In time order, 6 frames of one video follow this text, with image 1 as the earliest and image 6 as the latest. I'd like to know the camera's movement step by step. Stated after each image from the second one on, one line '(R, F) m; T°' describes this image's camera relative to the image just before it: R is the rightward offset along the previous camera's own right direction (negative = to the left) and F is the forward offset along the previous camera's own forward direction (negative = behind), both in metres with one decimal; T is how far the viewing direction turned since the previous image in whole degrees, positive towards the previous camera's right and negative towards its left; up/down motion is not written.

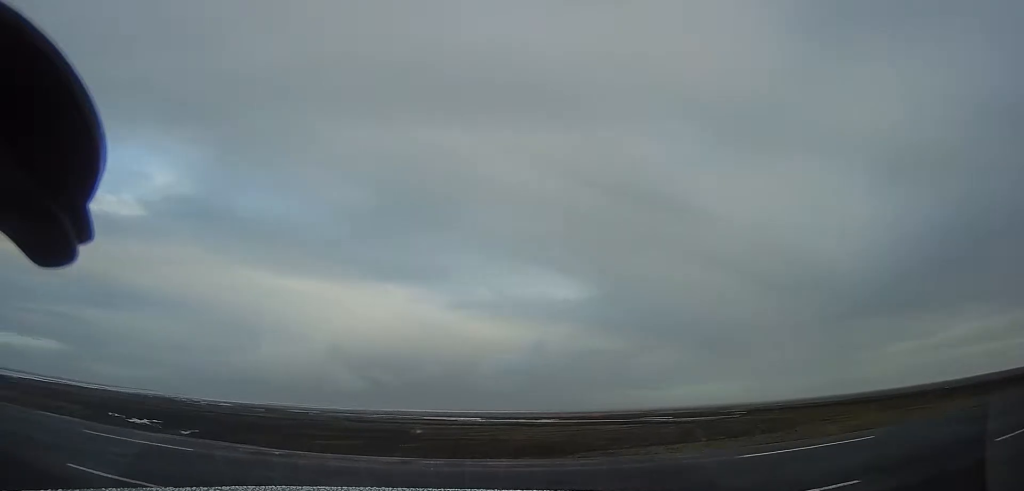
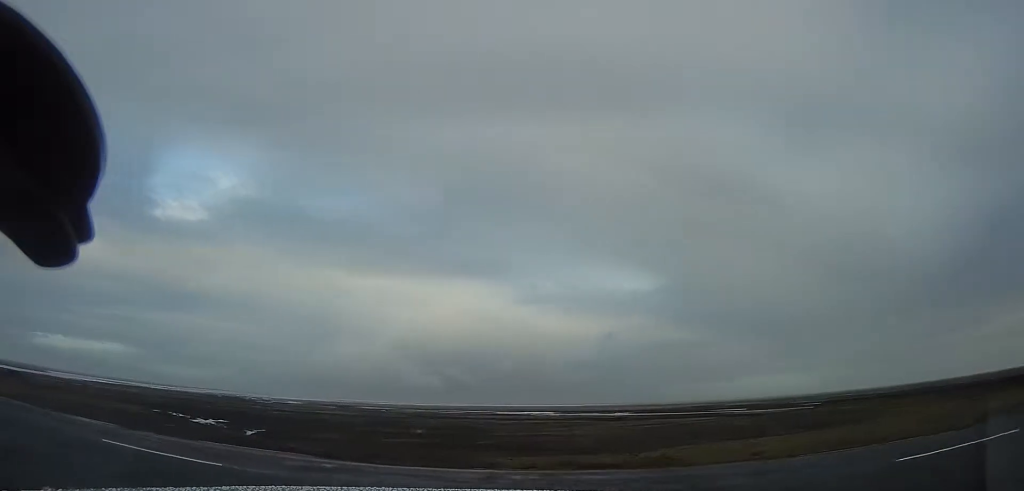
(-1.2, +1.9) m; -28°
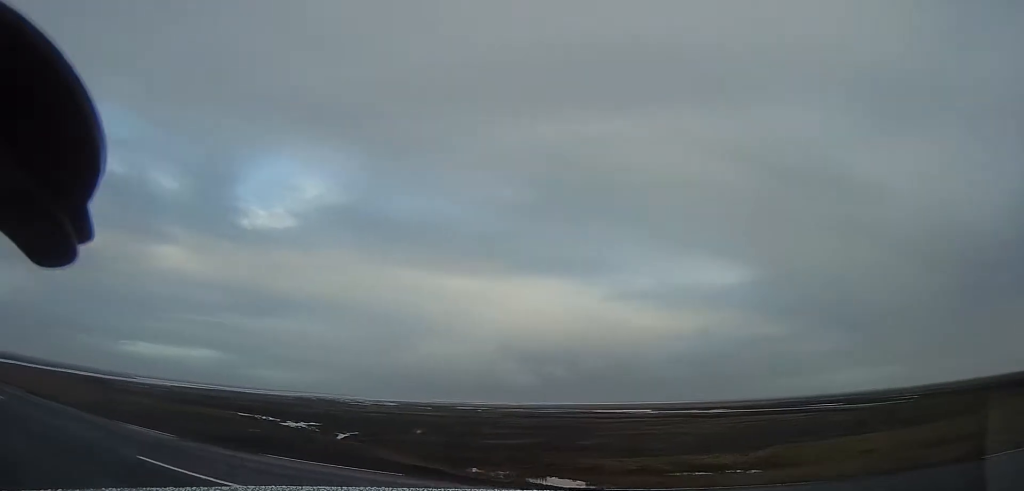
(-0.3, +2.2) m; -19°
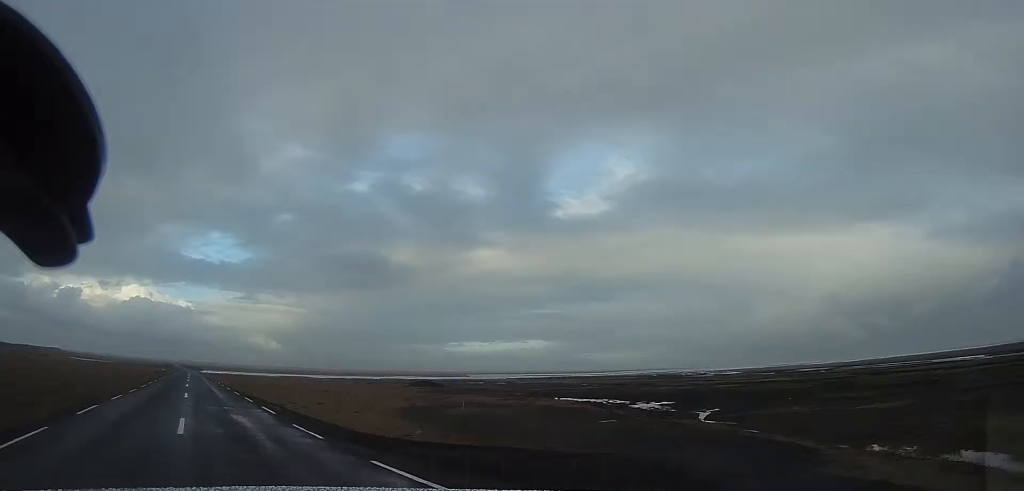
(-1.1, +7.4) m; -16°
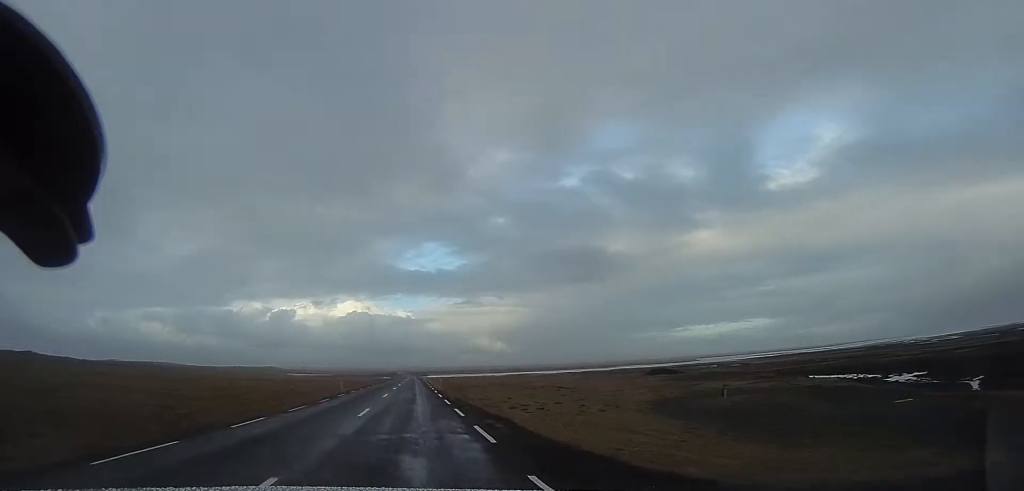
(-2.1, +7.4) m; -26°
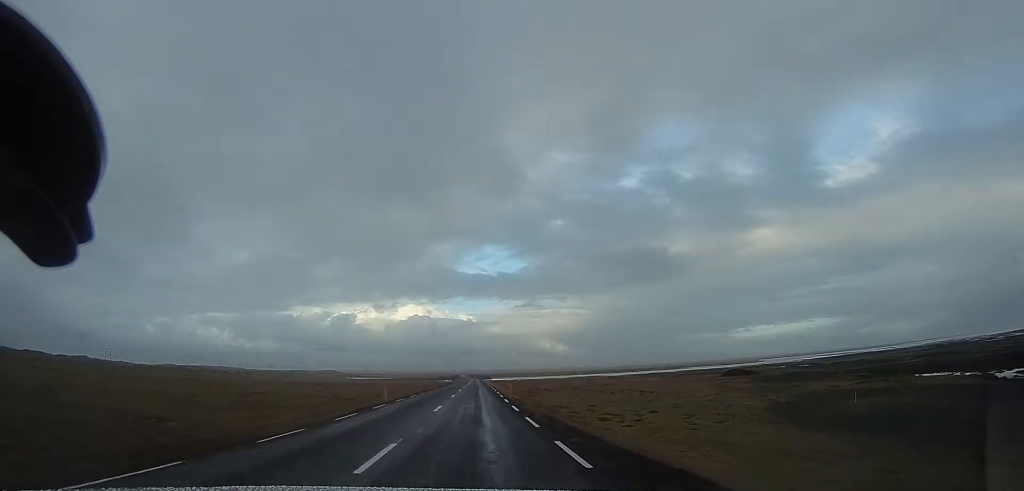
(-0.4, +8.8) m; +4°
